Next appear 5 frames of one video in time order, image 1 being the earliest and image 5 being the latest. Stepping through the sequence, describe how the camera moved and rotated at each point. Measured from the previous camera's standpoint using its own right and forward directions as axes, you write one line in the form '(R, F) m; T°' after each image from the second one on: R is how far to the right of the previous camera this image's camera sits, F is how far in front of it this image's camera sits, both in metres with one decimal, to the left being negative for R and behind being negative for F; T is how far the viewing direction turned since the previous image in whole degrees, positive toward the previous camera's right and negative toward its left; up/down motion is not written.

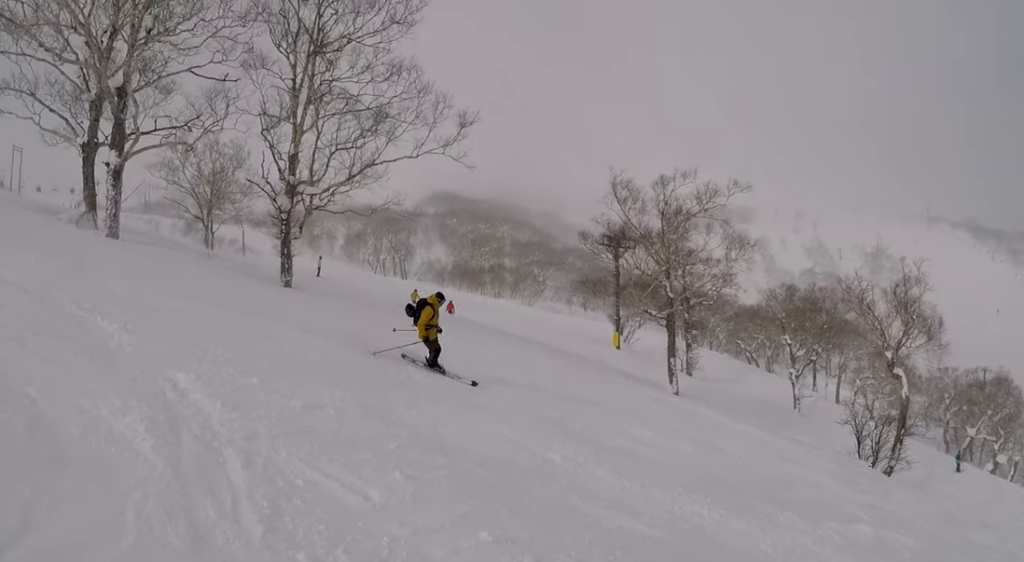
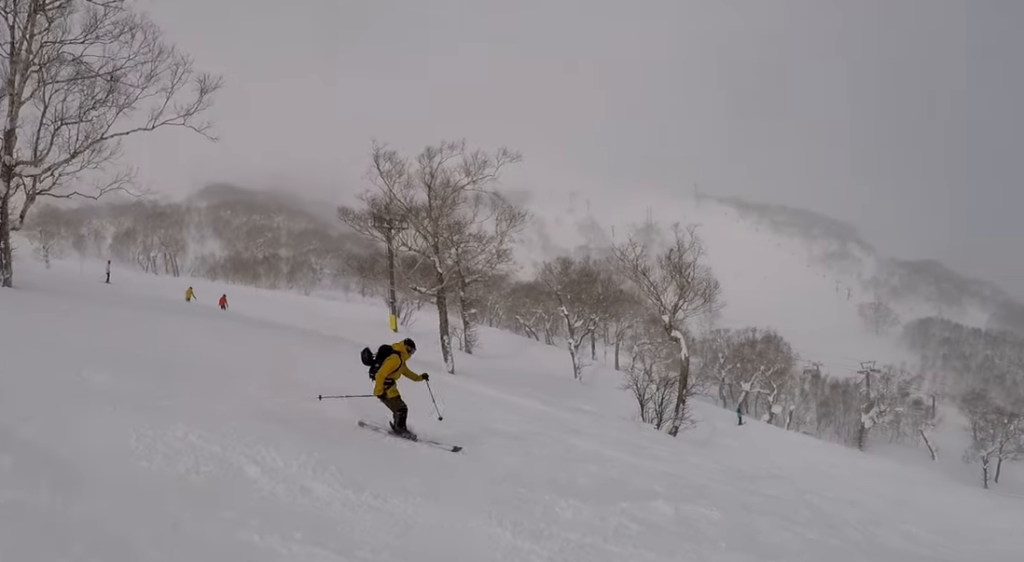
(+0.2, +2.3) m; 0°
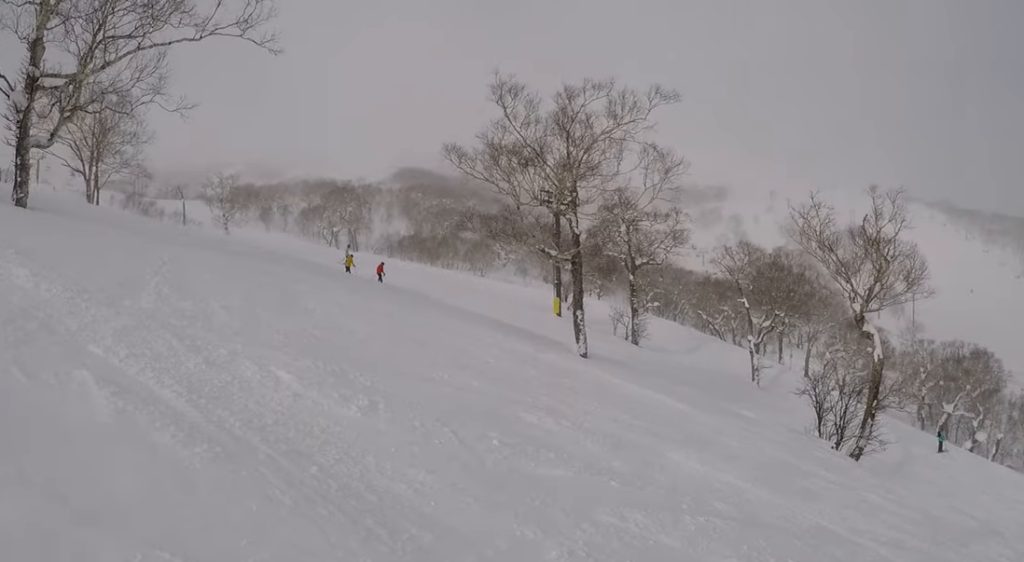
(-0.3, +6.3) m; 0°
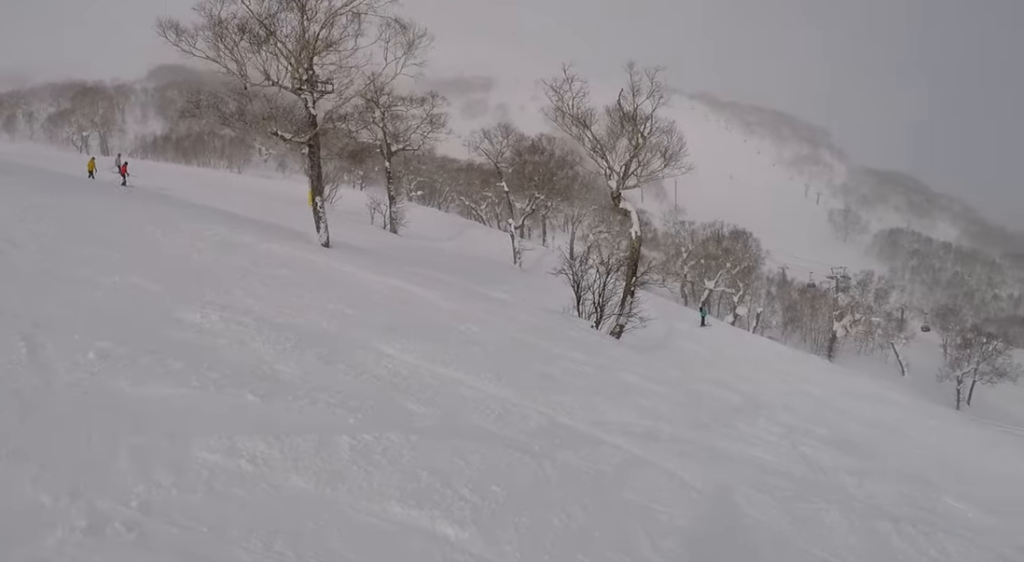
(+0.3, +1.9) m; 0°
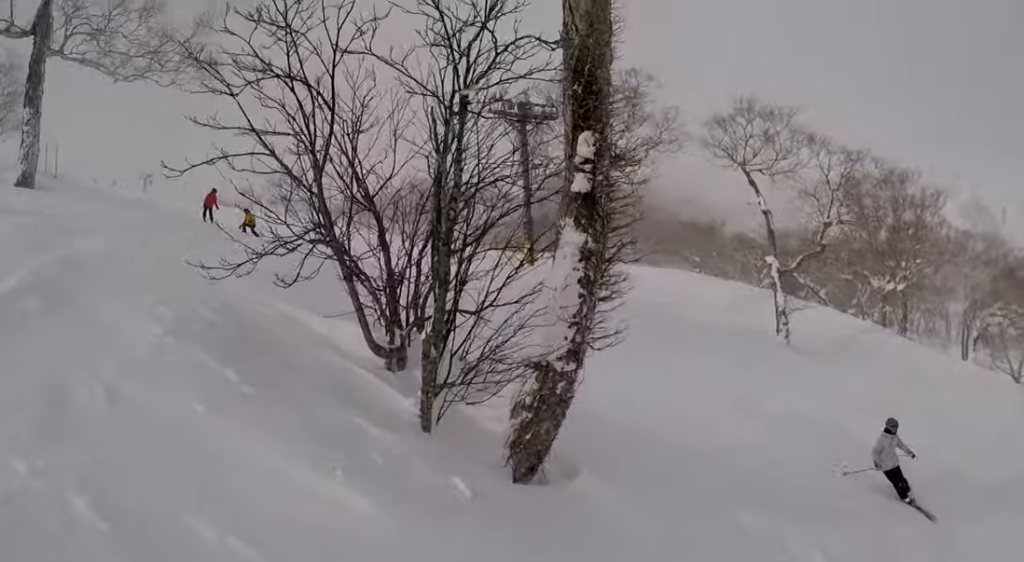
(+0.6, +24.5) m; -2°
